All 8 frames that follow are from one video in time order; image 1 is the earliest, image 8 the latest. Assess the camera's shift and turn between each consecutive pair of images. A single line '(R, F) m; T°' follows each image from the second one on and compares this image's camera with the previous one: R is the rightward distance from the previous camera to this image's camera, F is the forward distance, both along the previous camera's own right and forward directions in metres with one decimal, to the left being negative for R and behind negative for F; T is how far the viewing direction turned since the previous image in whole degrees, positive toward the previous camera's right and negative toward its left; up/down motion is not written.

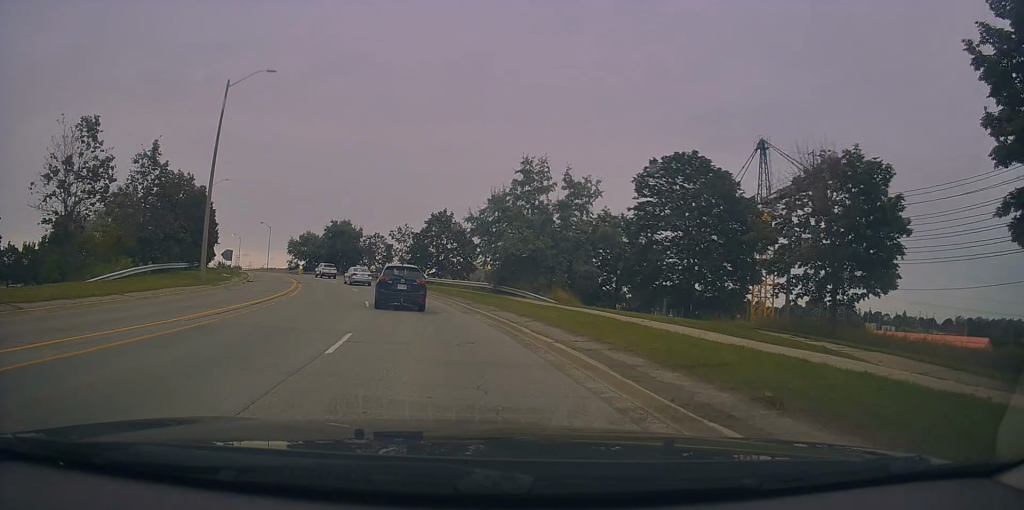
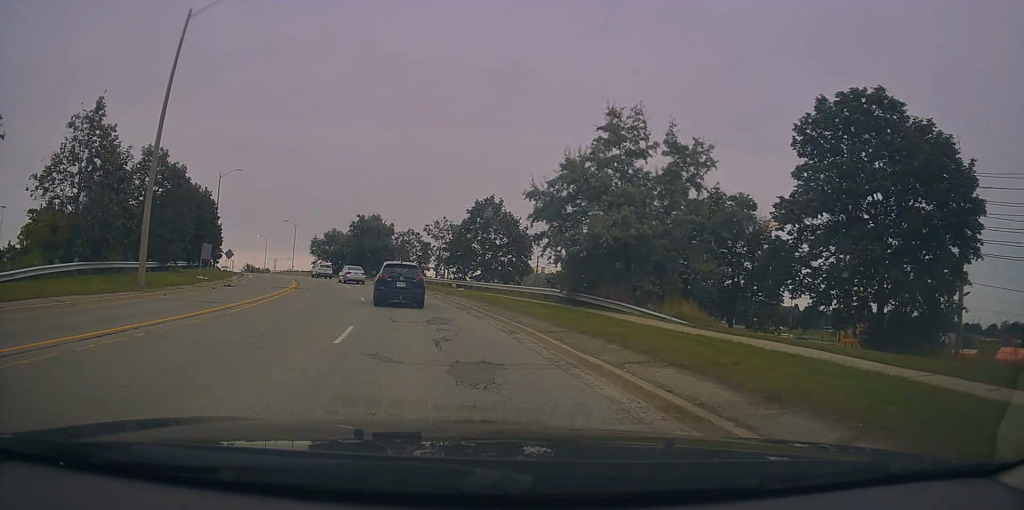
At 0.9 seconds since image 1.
(-0.5, +11.7) m; -4°
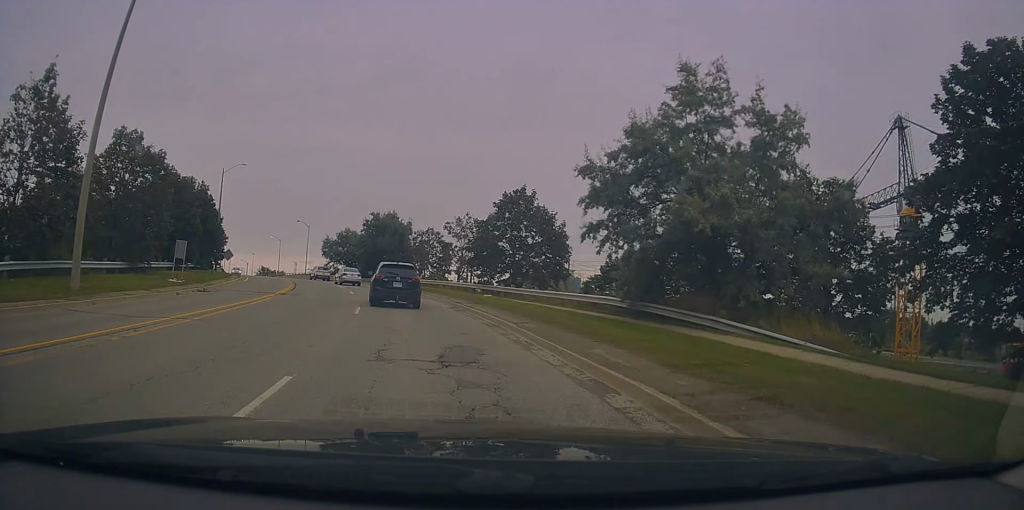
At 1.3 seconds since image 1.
(+0.2, +6.3) m; -3°
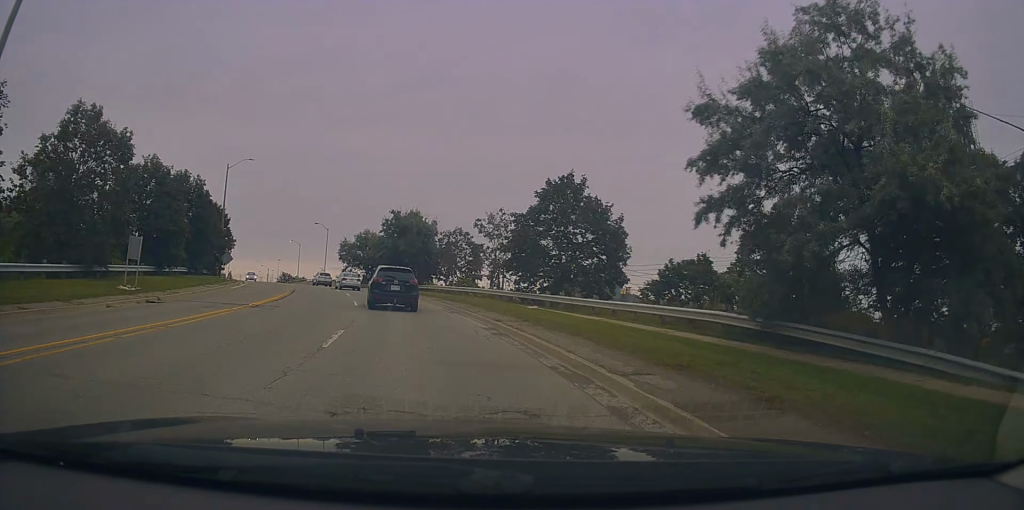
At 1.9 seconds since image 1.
(-0.2, +7.2) m; -3°
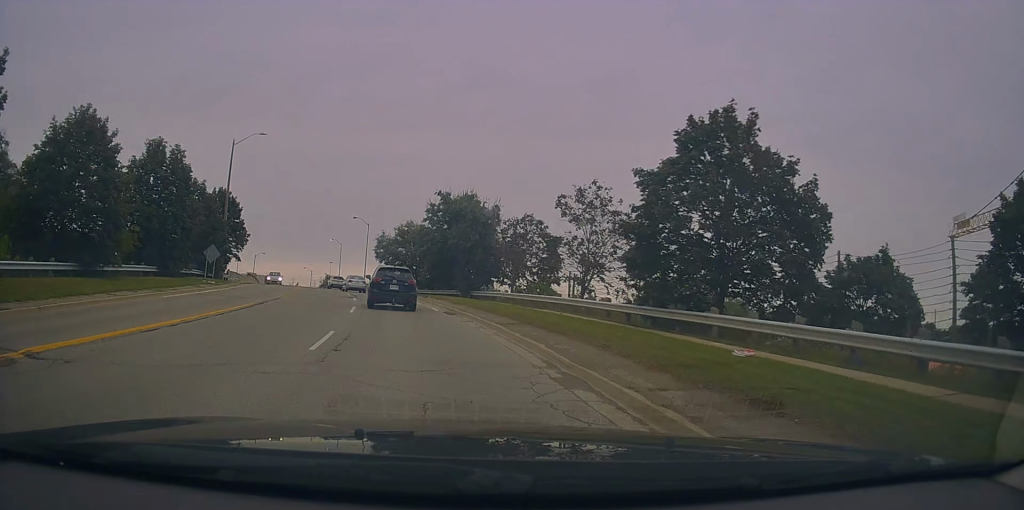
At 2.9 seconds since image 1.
(-1.1, +14.0) m; -7°
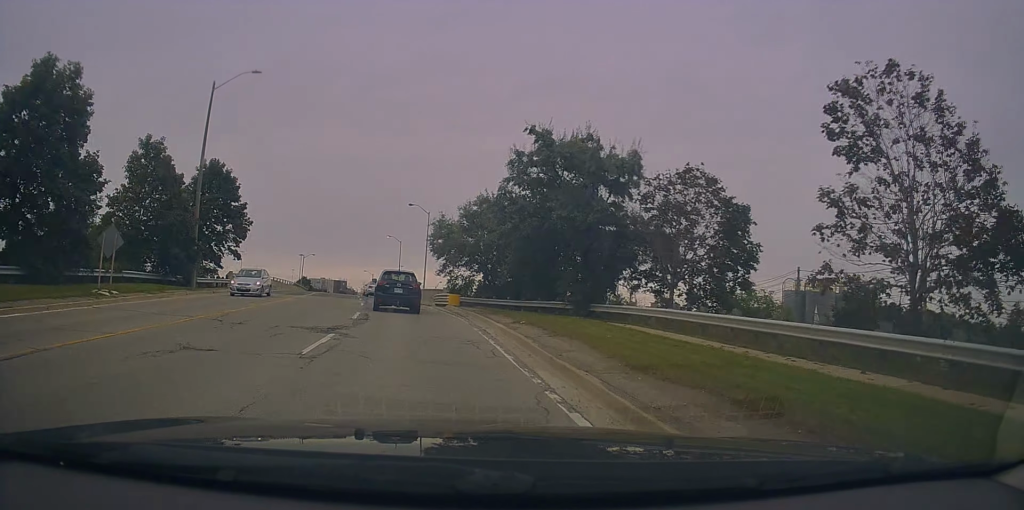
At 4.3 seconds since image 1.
(-1.3, +18.8) m; -7°
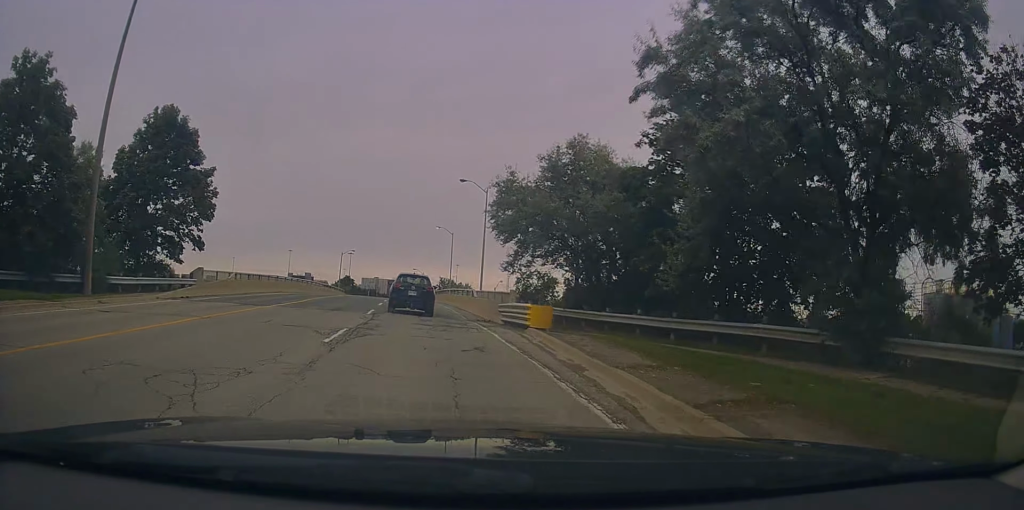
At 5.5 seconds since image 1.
(-0.3, +15.8) m; -4°
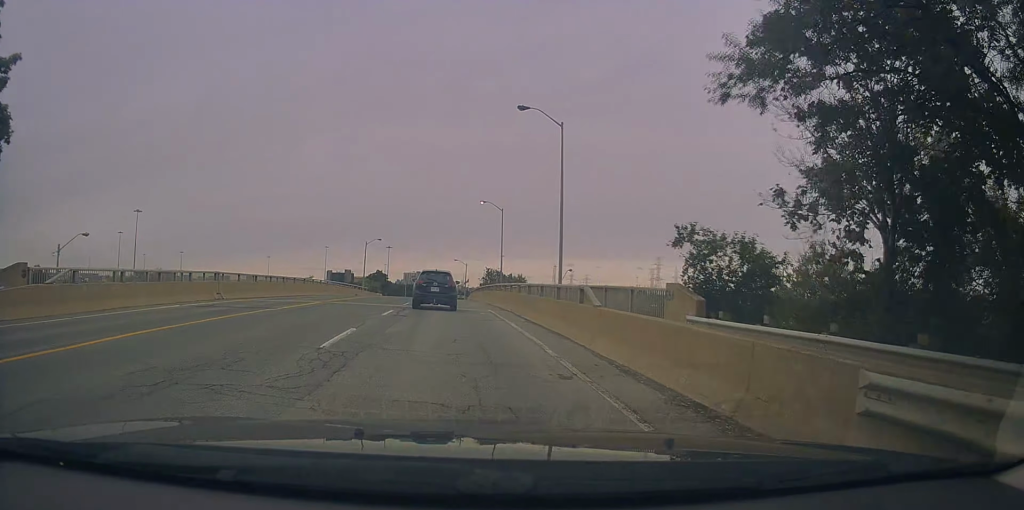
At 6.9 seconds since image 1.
(-0.9, +19.5) m; -4°
